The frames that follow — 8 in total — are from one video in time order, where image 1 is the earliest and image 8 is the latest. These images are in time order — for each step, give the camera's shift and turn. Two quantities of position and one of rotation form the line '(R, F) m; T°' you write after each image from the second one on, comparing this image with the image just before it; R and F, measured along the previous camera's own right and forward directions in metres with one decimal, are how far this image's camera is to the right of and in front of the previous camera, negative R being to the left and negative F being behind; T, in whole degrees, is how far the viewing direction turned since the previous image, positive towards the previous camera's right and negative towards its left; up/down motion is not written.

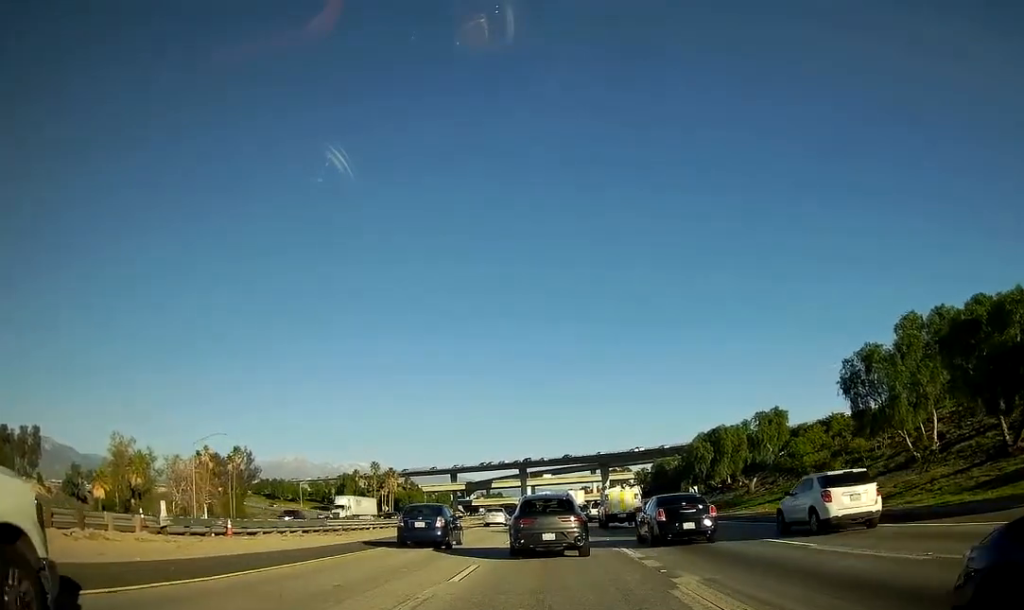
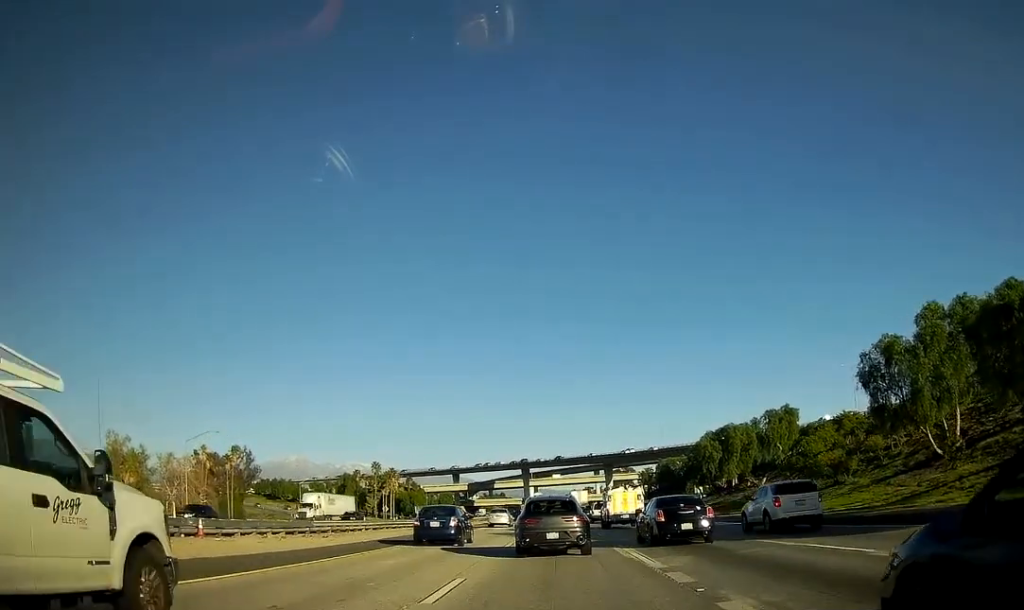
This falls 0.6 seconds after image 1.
(-0.1, +2.7) m; -1°
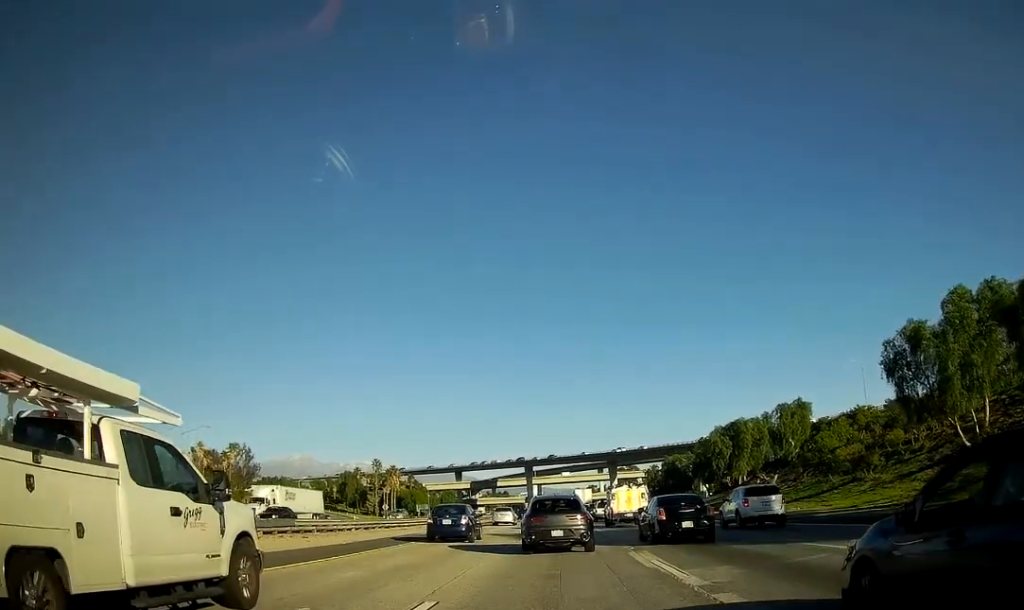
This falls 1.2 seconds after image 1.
(+0.1, +3.4) m; +1°
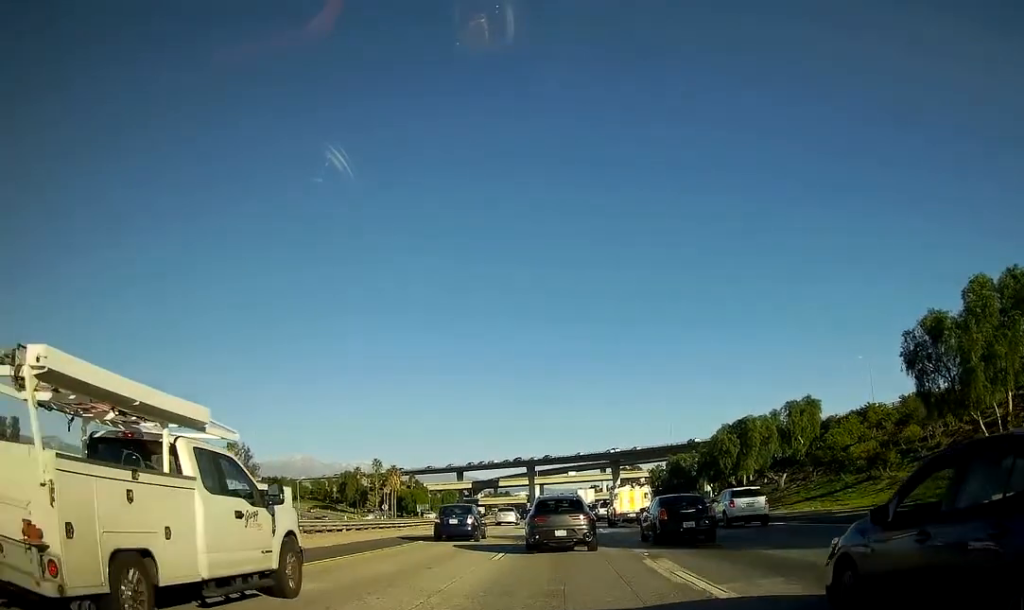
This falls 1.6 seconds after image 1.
(0.0, +2.3) m; +1°
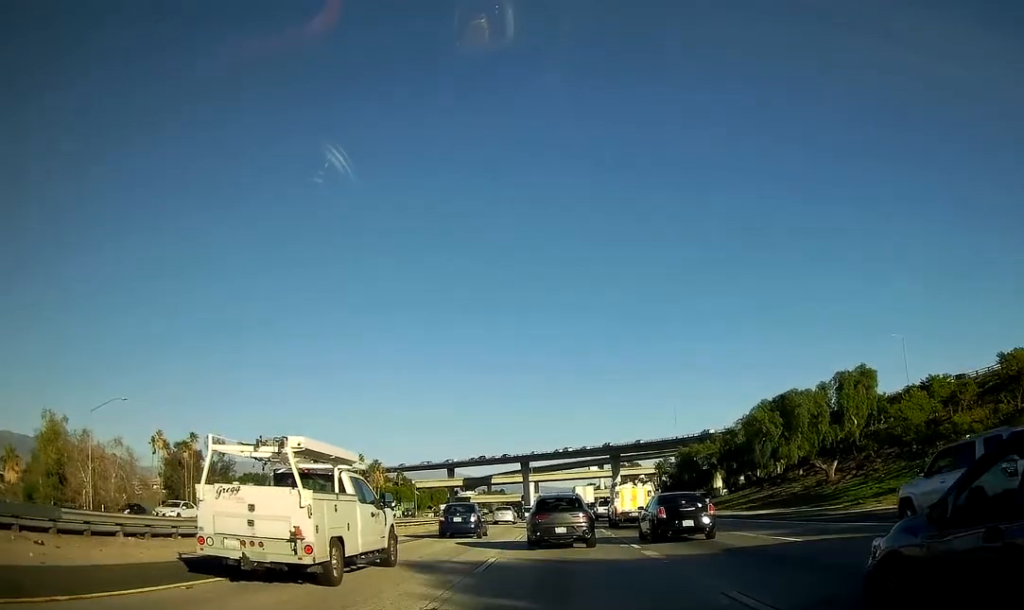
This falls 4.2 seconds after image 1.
(-0.2, +17.8) m; -1°
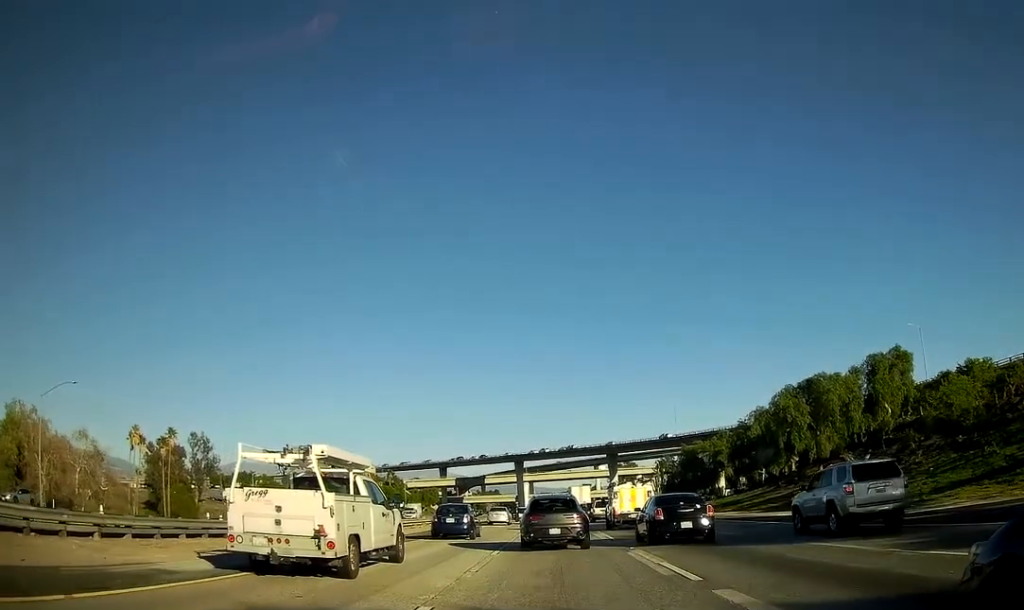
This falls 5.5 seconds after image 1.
(+0.2, +9.3) m; 0°
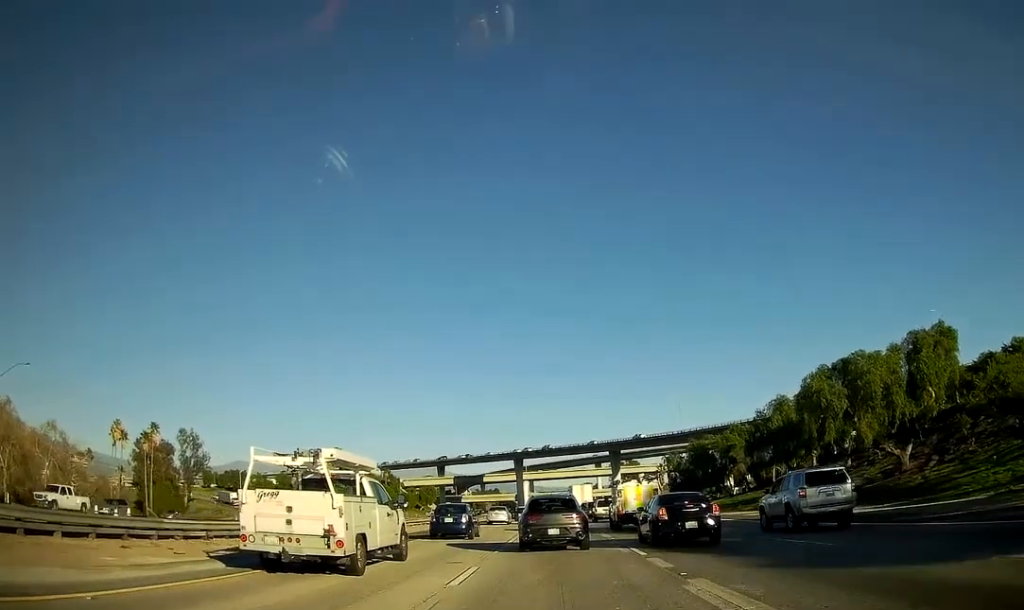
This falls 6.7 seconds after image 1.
(-0.2, +8.3) m; 0°
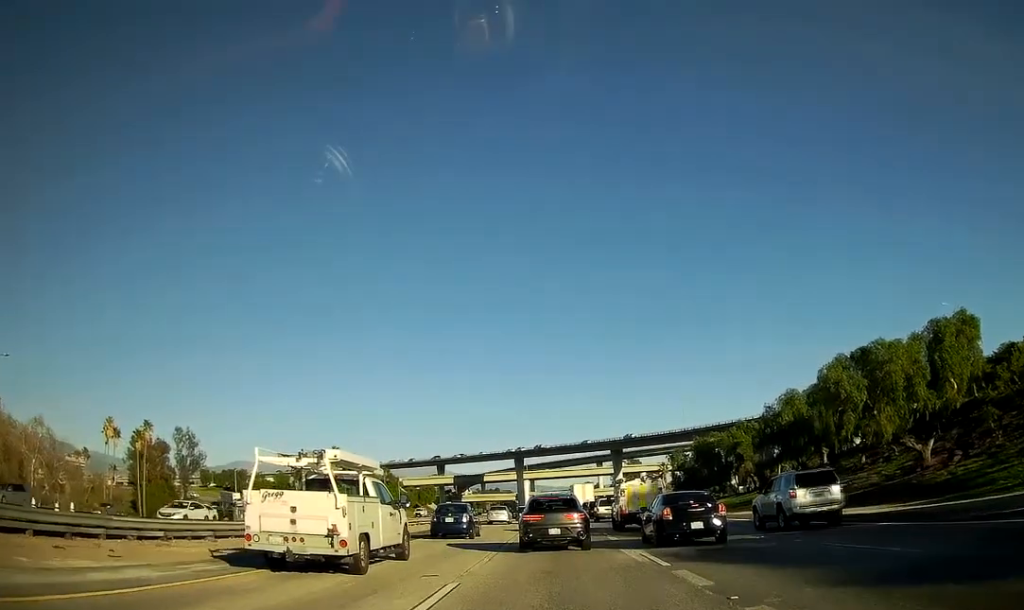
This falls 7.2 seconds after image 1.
(+0.1, +3.6) m; 0°
